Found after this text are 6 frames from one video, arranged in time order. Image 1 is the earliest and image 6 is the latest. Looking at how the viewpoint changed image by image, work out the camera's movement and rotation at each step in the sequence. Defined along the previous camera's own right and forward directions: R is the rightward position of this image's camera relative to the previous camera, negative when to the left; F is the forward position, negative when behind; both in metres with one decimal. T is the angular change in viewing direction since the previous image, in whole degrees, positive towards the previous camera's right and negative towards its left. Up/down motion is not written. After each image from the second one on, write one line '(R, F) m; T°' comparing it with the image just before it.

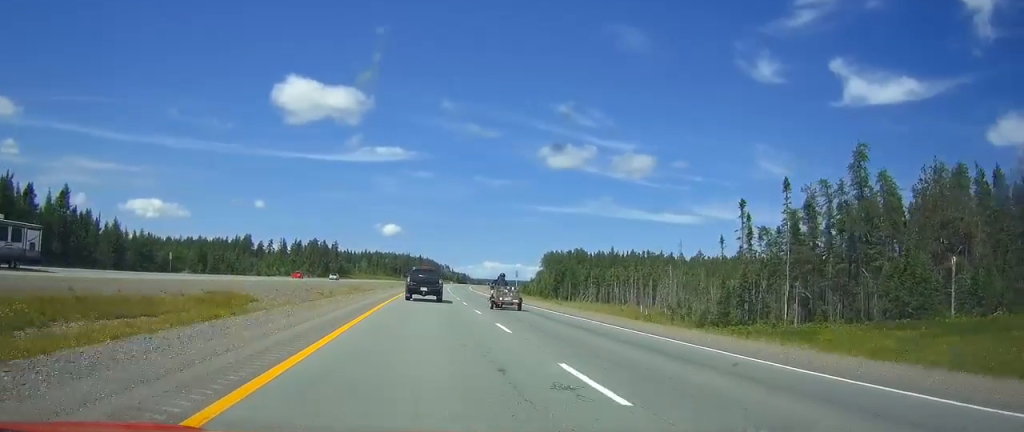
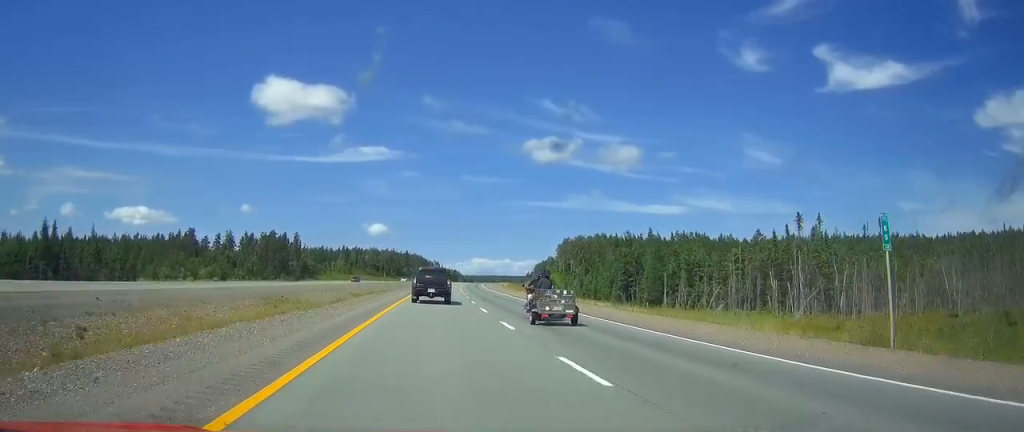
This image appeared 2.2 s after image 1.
(+0.3, +71.5) m; +1°
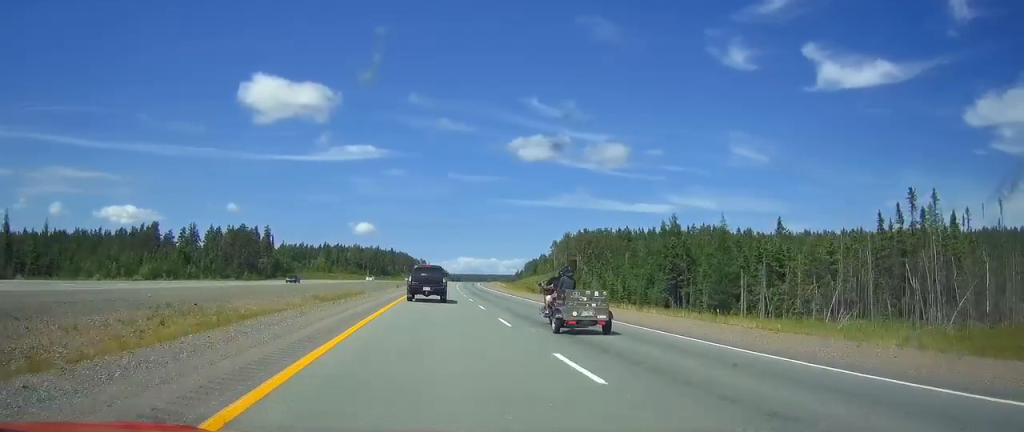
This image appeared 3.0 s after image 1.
(+0.2, +27.2) m; +1°
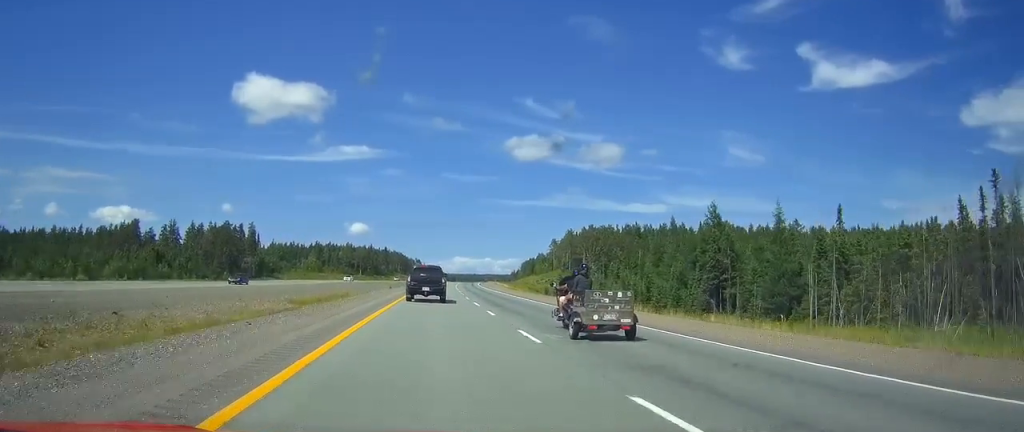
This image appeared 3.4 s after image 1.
(0.0, +14.1) m; 0°
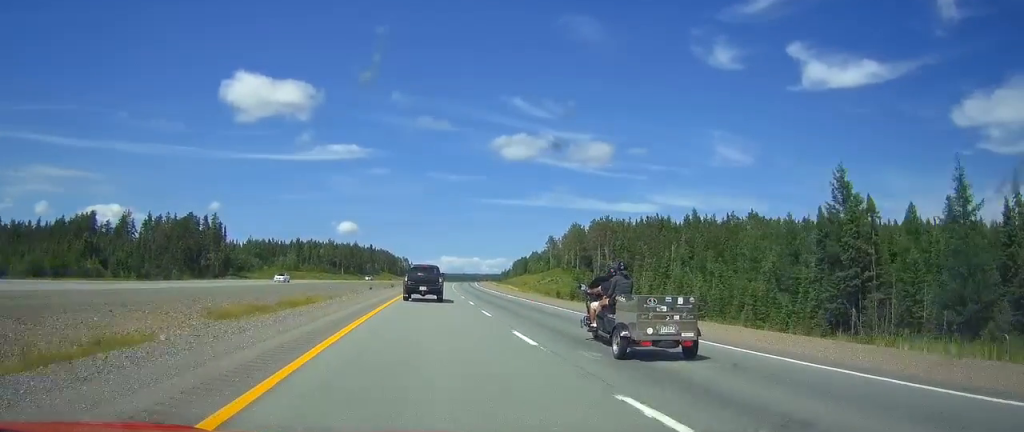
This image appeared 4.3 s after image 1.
(+0.2, +27.0) m; +1°
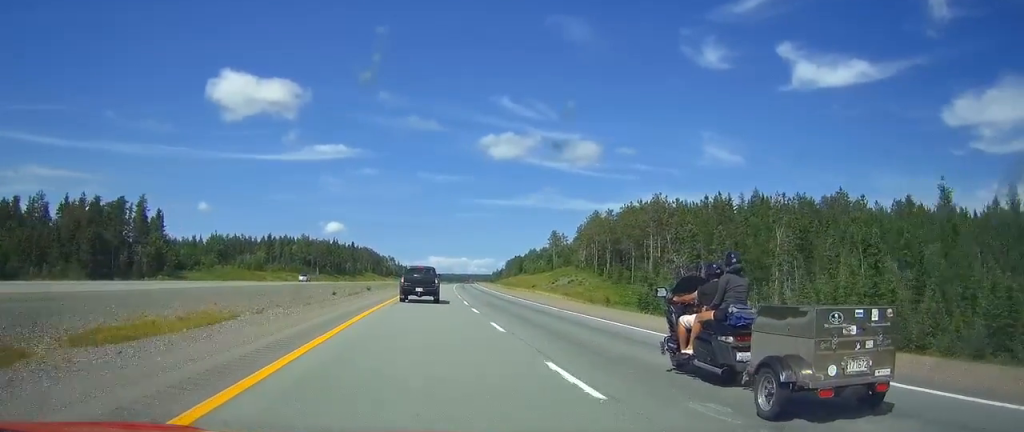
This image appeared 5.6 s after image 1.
(+0.6, +43.0) m; +1°
